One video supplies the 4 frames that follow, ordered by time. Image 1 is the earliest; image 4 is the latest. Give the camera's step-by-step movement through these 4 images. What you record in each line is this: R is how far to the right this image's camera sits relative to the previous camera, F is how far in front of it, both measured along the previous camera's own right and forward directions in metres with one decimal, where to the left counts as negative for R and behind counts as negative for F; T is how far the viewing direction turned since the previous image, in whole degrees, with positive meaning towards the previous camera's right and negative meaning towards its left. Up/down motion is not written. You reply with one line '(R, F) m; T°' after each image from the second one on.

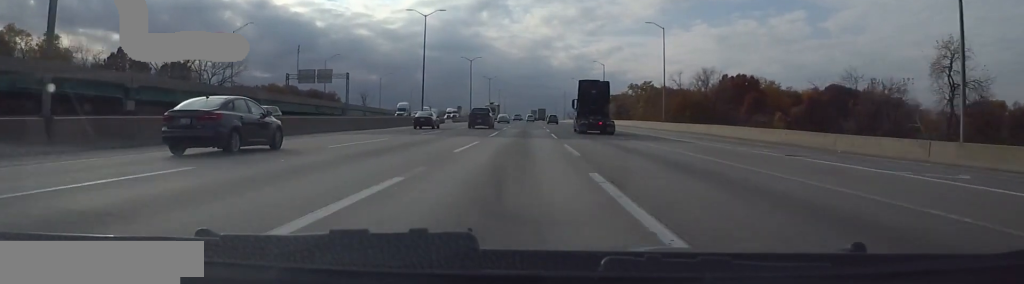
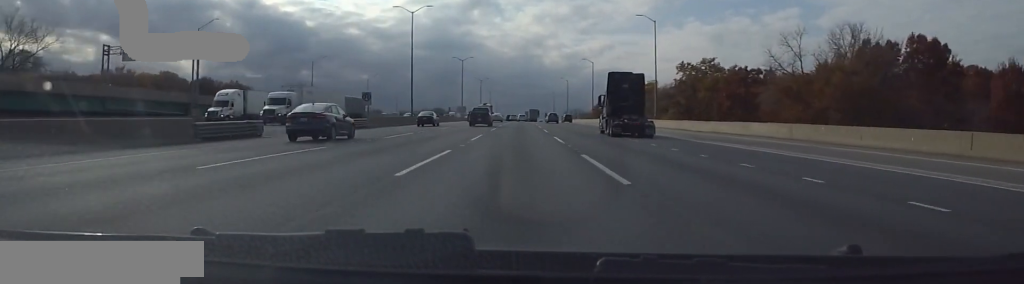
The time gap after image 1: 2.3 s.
(0.0, +71.0) m; 0°
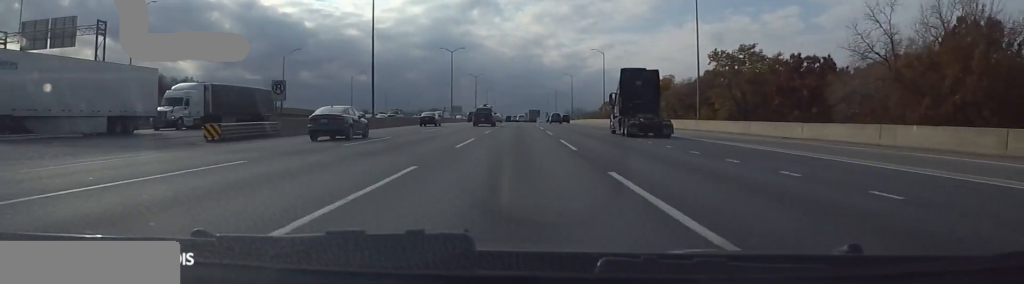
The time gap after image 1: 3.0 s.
(0.0, +21.0) m; 0°
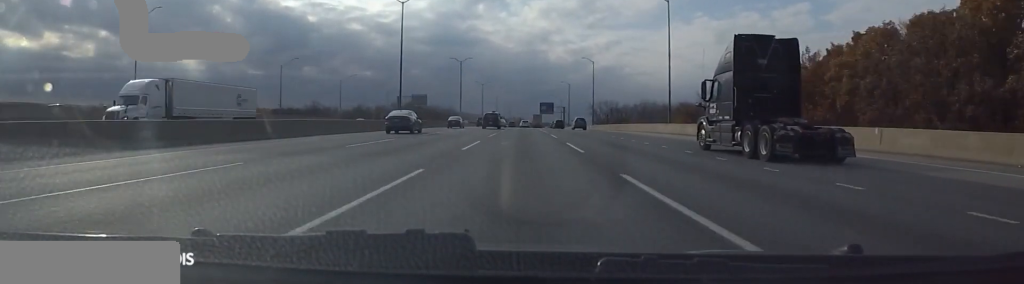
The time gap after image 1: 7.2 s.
(-3.1, +121.0) m; -2°
